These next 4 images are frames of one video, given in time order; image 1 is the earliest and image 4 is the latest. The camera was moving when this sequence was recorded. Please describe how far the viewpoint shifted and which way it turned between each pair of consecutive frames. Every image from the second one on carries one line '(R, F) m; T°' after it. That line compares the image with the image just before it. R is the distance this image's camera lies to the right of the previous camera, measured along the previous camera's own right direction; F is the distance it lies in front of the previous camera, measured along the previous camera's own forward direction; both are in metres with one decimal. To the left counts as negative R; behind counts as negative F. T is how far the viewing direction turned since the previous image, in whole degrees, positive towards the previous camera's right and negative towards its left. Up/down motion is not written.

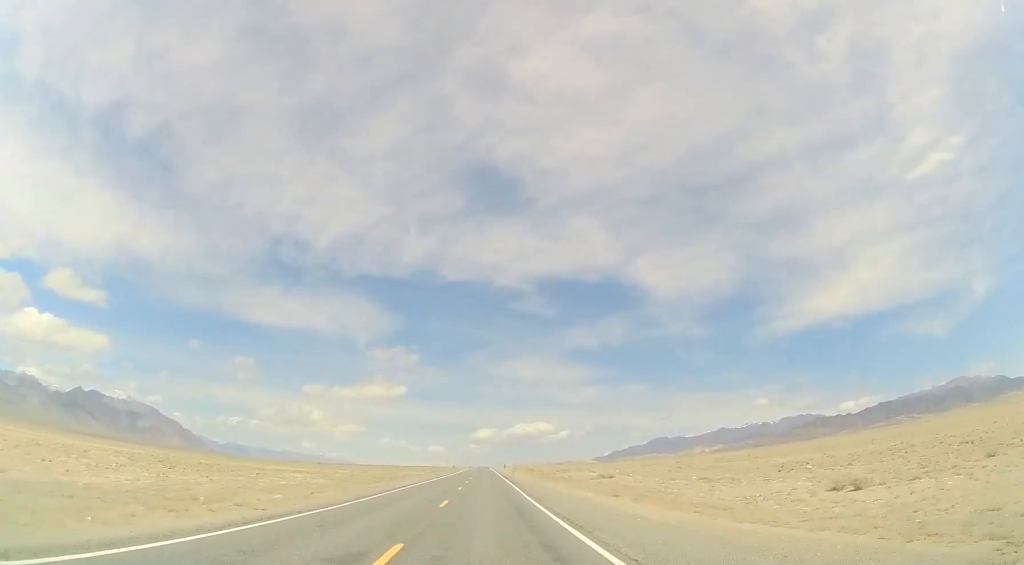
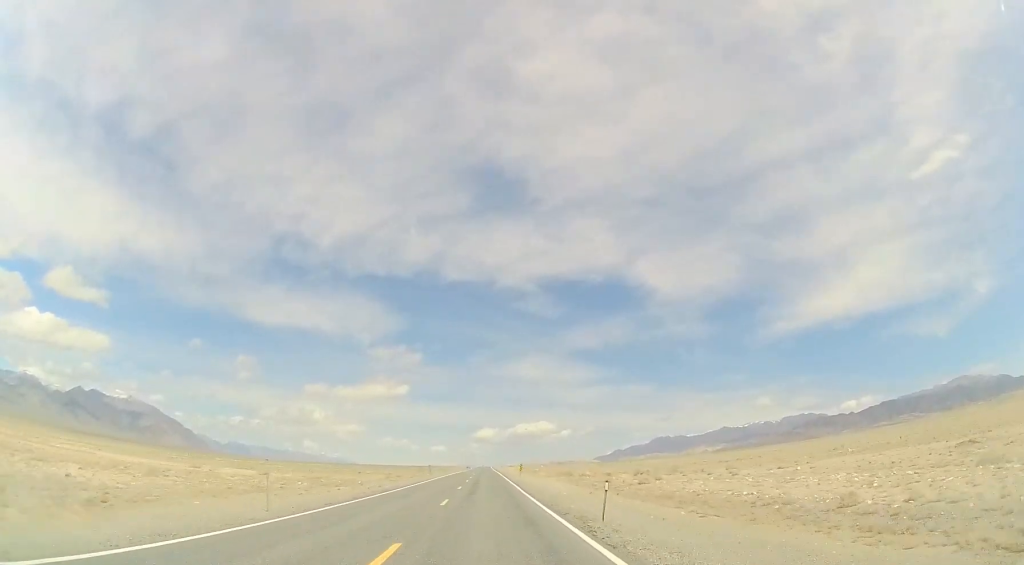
(0.0, +54.6) m; 0°
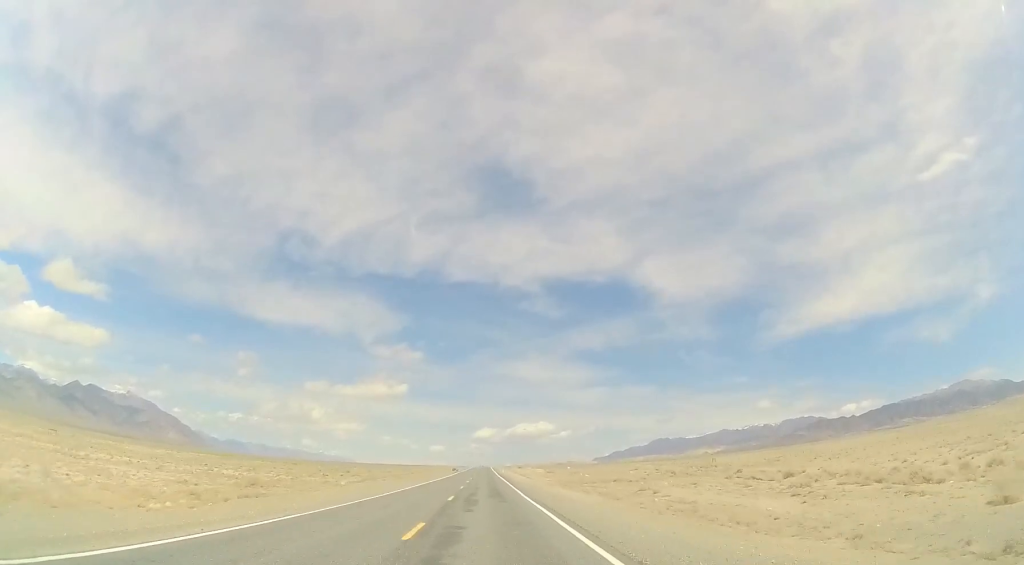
(+0.7, +91.2) m; +1°
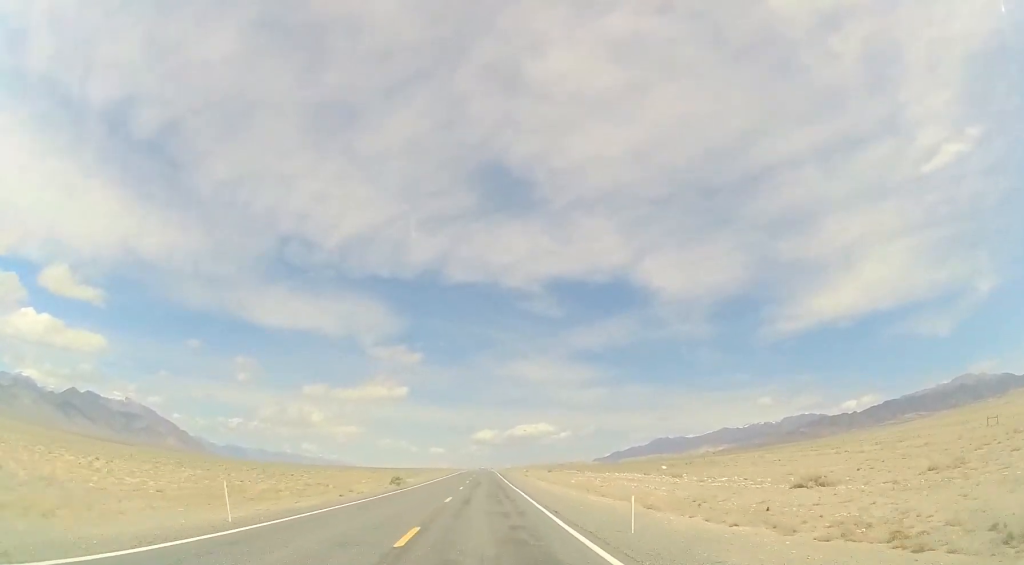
(+0.4, +96.1) m; 0°
